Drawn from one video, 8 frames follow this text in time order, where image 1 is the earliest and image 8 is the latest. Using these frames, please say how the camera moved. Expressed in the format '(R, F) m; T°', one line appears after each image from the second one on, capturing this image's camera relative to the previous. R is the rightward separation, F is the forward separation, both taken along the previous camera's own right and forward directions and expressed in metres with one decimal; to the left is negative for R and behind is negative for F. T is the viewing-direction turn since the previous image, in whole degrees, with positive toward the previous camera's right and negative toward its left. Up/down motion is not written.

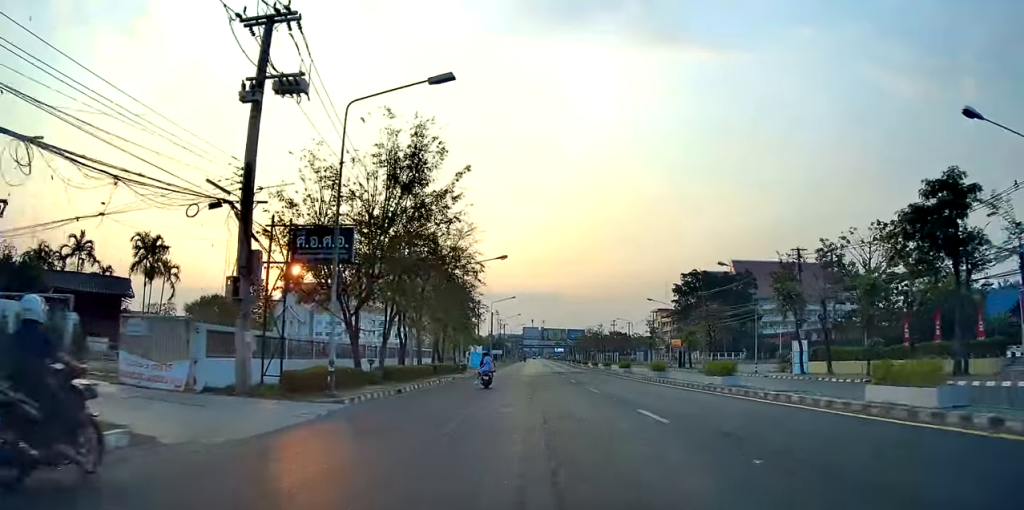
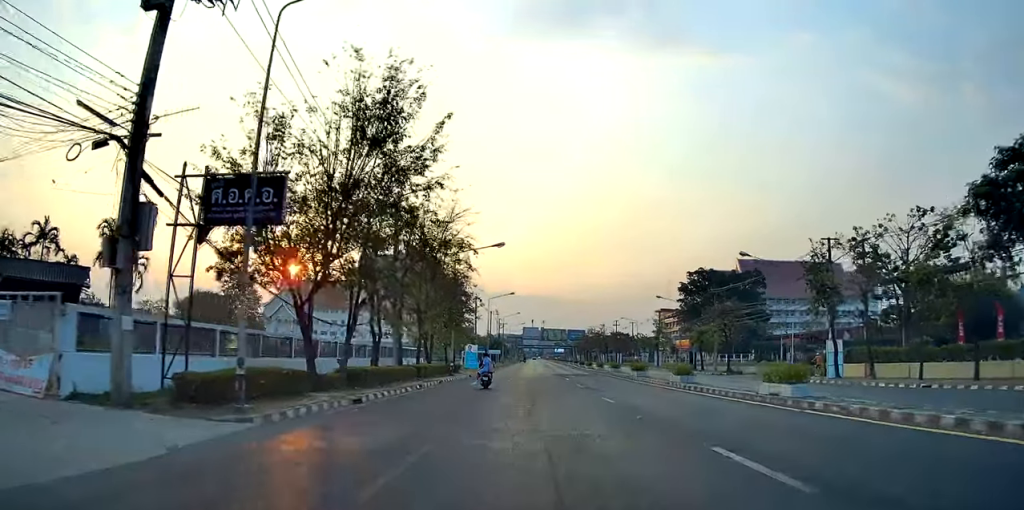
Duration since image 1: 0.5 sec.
(-0.1, +6.1) m; 0°
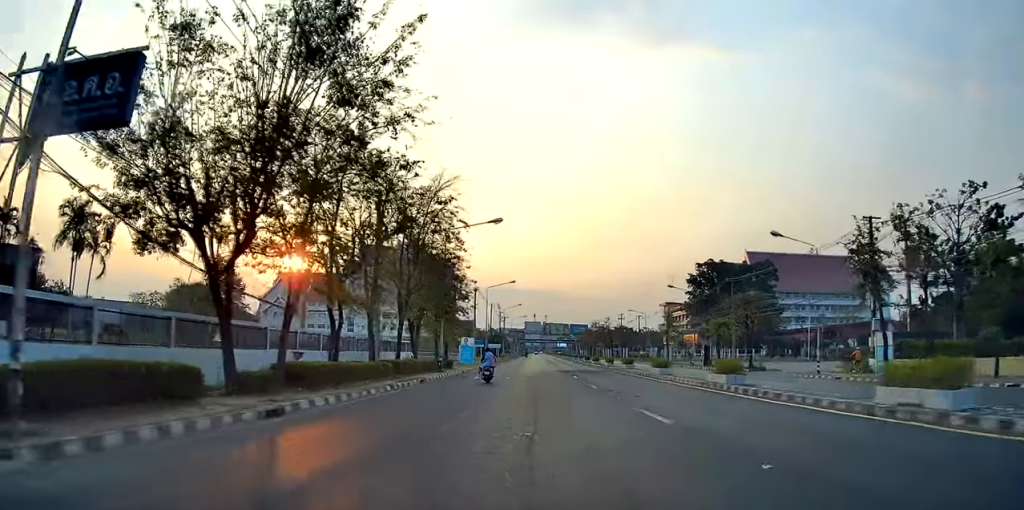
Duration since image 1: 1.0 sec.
(+0.2, +6.4) m; 0°
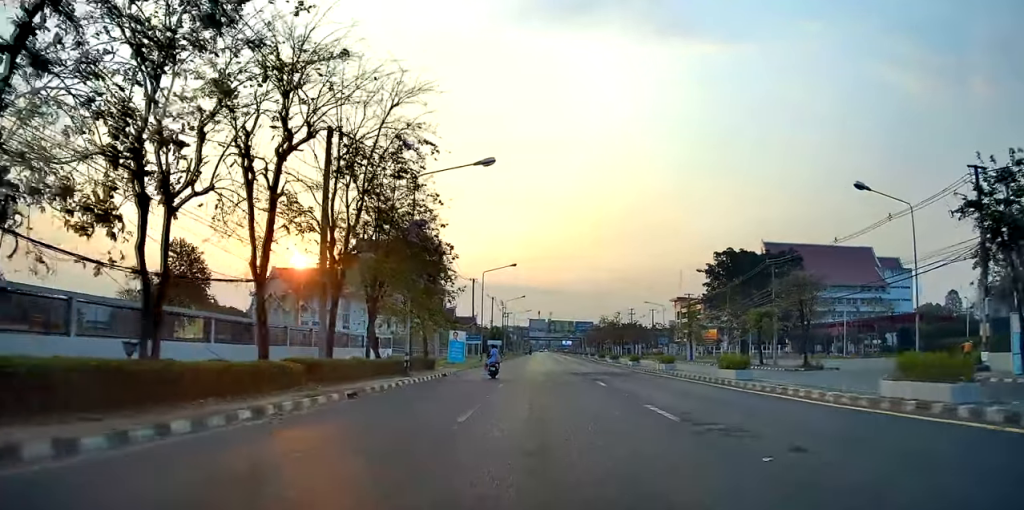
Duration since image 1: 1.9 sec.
(0.0, +11.6) m; -1°
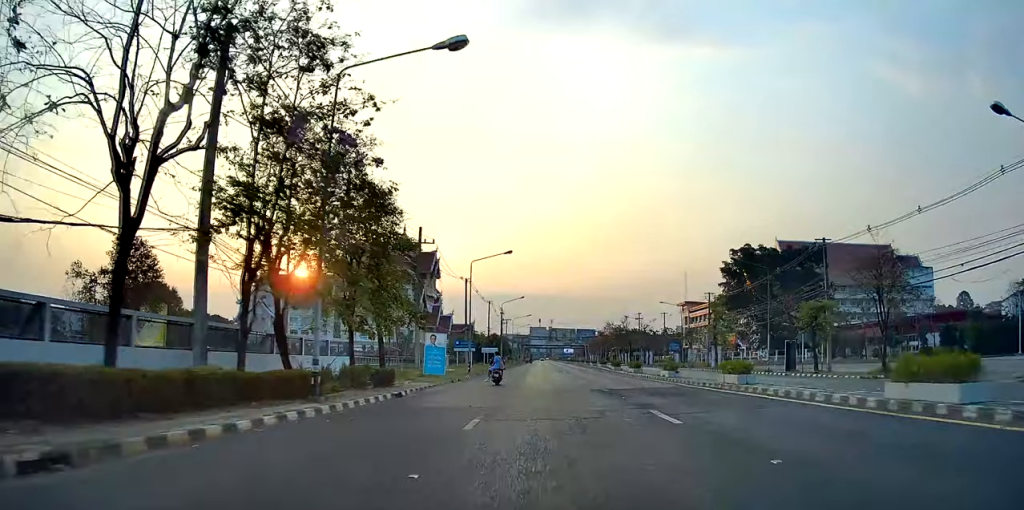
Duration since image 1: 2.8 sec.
(-0.2, +11.7) m; -1°
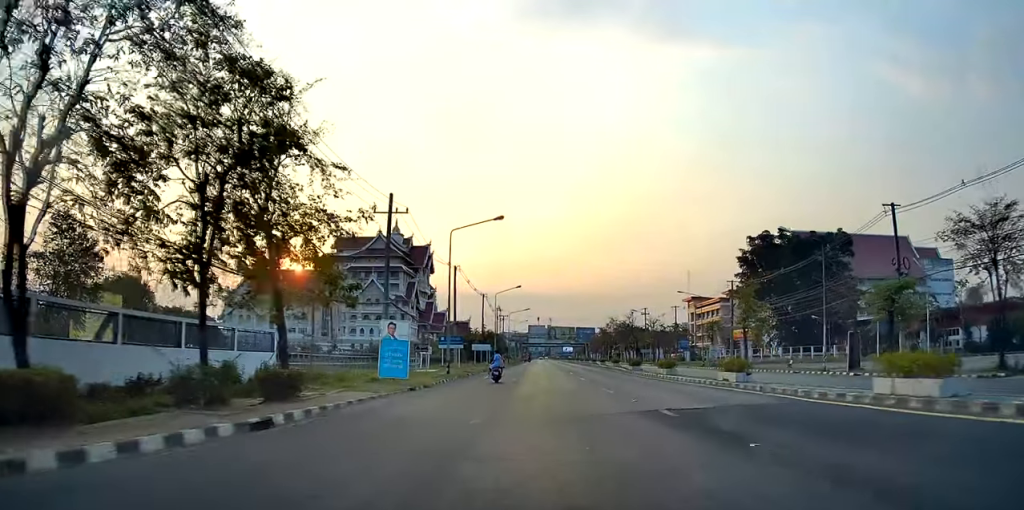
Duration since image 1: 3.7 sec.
(-0.1, +11.5) m; -1°
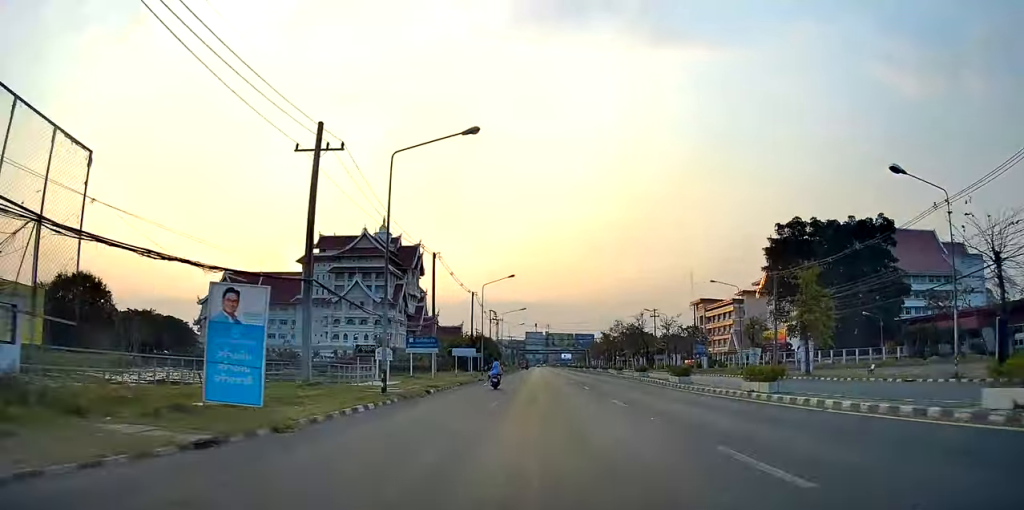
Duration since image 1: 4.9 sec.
(0.0, +15.7) m; +1°
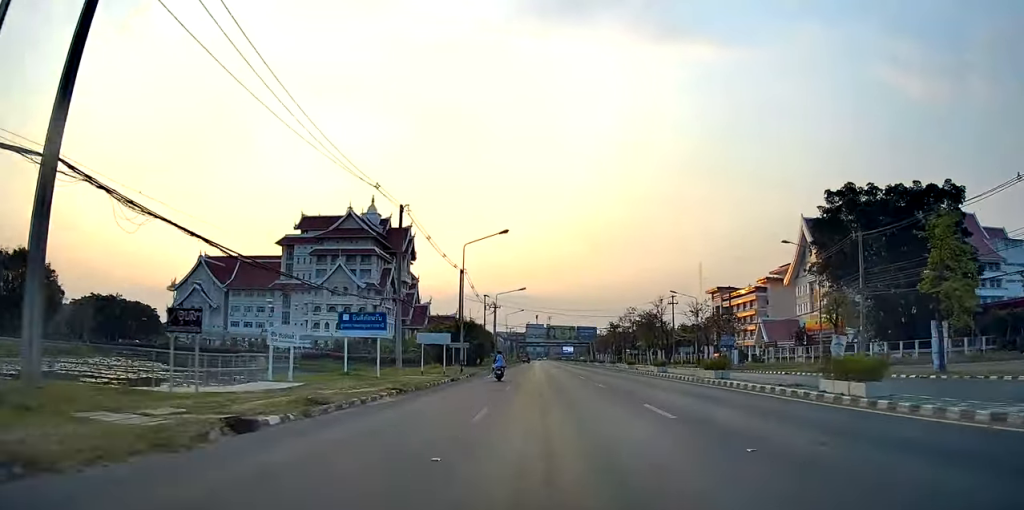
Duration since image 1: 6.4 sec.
(+0.1, +18.6) m; +2°
